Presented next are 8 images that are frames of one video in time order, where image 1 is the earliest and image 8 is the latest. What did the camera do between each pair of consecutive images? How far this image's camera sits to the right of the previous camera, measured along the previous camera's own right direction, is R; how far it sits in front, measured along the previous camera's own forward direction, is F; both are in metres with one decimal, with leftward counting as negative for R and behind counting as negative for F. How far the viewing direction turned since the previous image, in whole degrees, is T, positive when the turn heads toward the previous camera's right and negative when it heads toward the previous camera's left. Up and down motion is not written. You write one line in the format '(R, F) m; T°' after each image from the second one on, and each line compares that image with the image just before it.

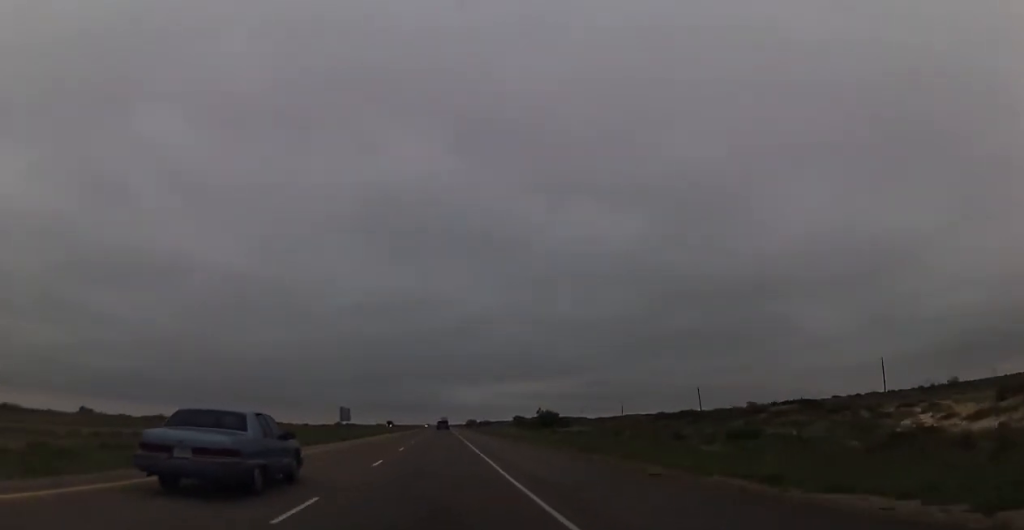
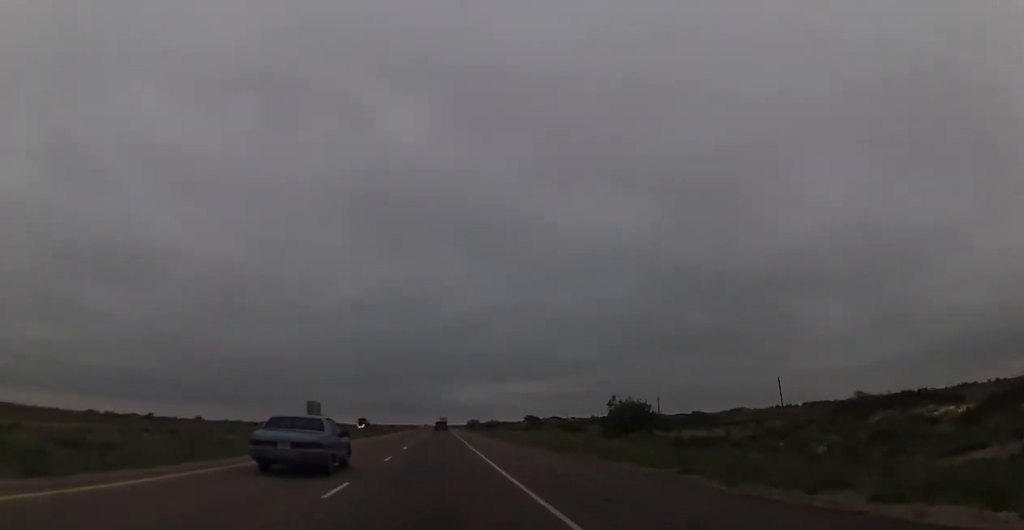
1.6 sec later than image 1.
(-0.4, +57.6) m; 0°
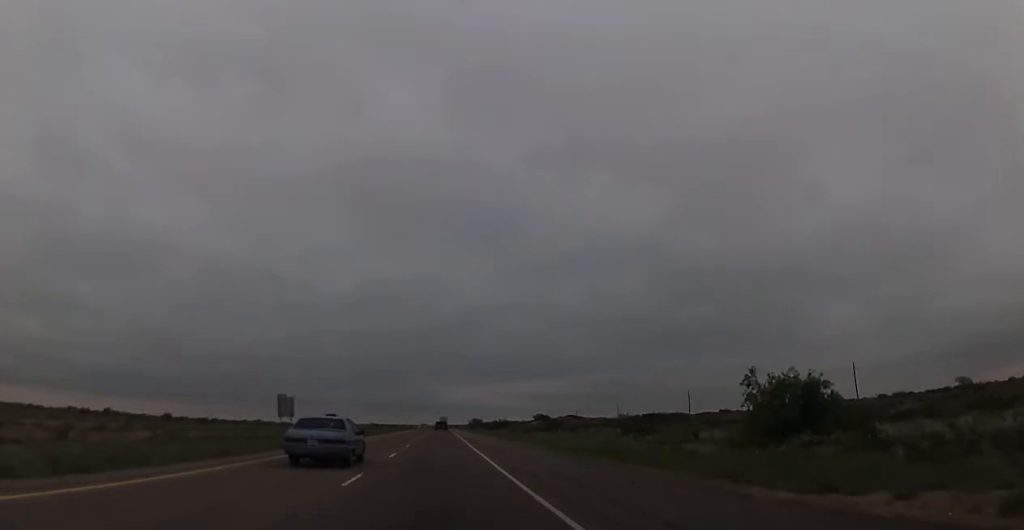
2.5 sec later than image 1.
(0.0, +34.3) m; +1°
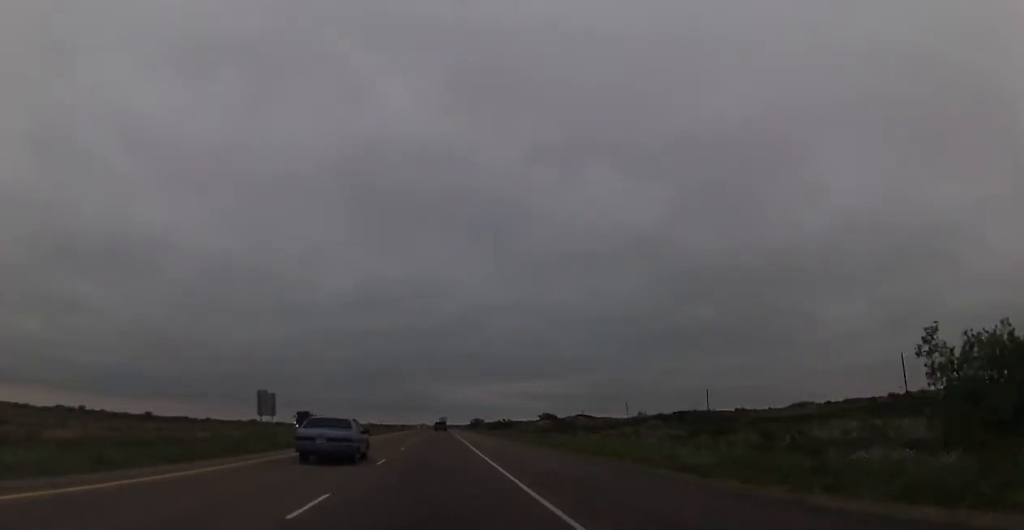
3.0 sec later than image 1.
(+0.2, +17.1) m; 0°
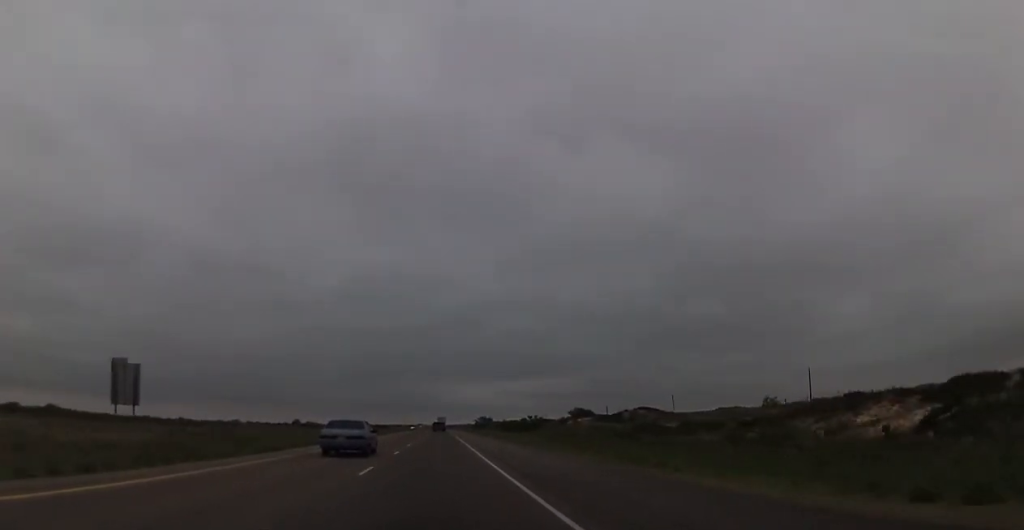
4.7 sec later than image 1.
(-0.7, +64.7) m; -1°
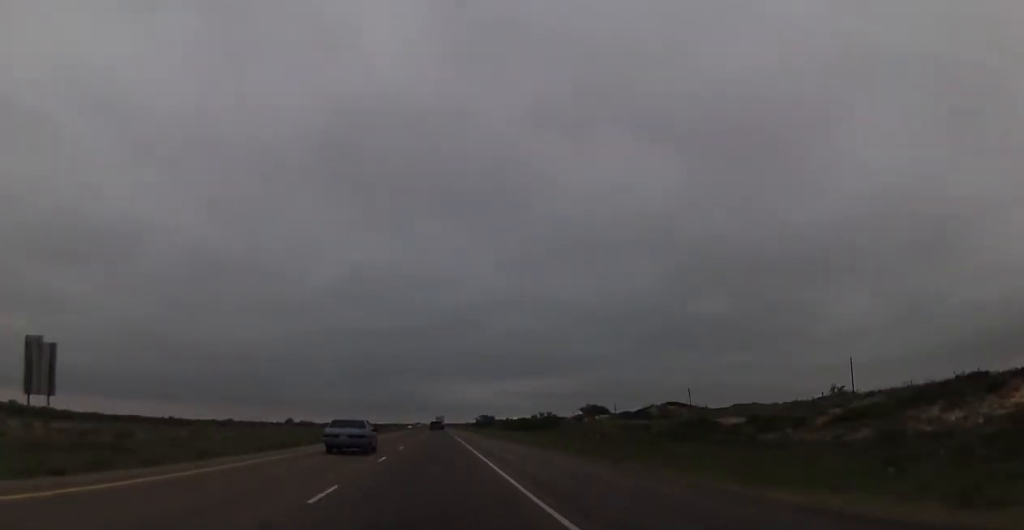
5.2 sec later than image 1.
(0.0, +18.3) m; +1°
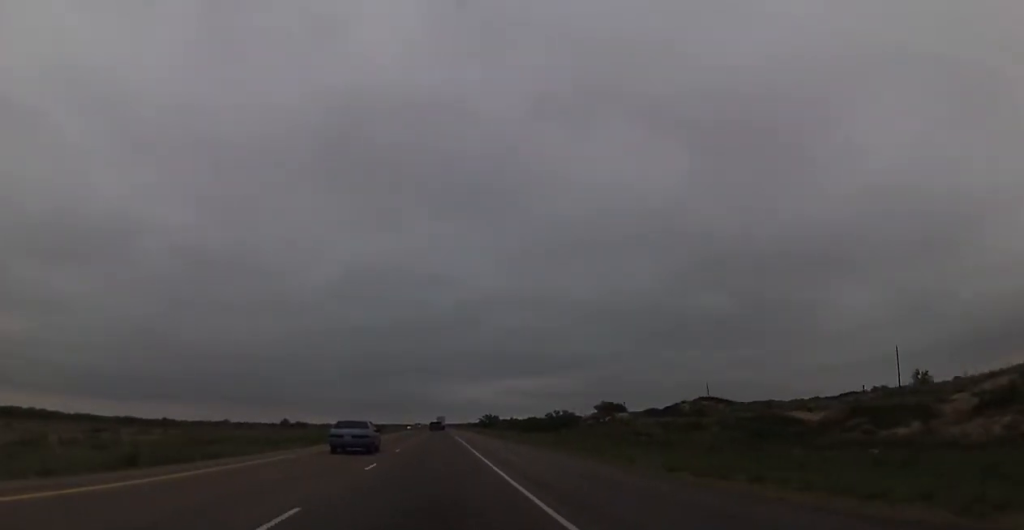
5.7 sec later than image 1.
(+0.1, +15.9) m; 0°
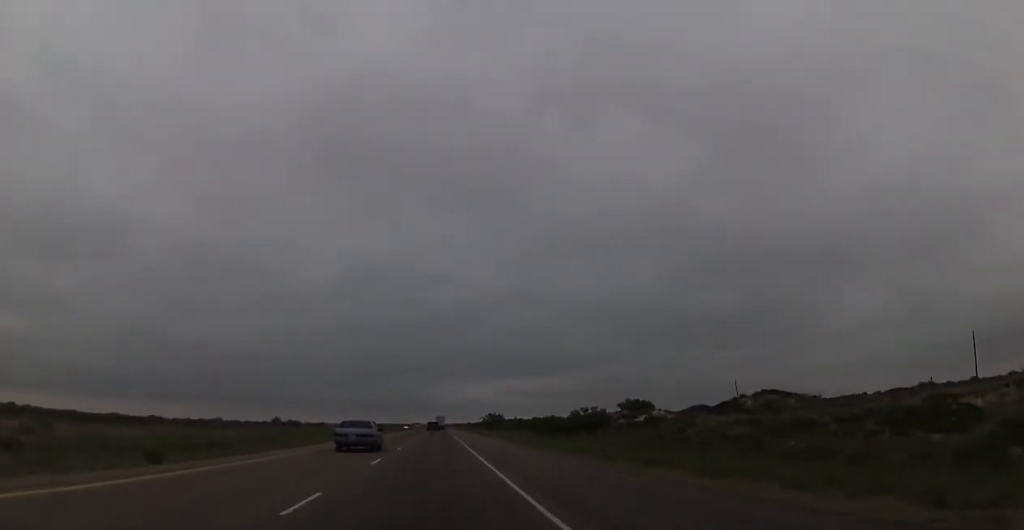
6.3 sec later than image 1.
(+0.3, +22.0) m; 0°
